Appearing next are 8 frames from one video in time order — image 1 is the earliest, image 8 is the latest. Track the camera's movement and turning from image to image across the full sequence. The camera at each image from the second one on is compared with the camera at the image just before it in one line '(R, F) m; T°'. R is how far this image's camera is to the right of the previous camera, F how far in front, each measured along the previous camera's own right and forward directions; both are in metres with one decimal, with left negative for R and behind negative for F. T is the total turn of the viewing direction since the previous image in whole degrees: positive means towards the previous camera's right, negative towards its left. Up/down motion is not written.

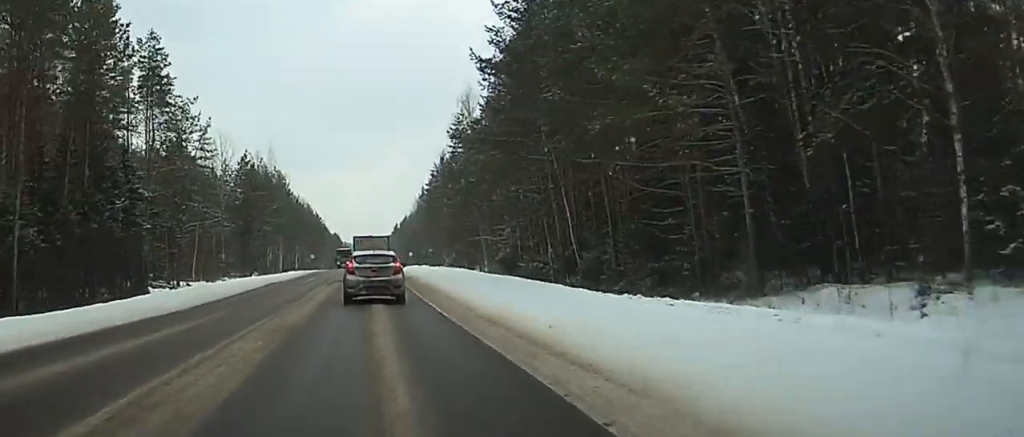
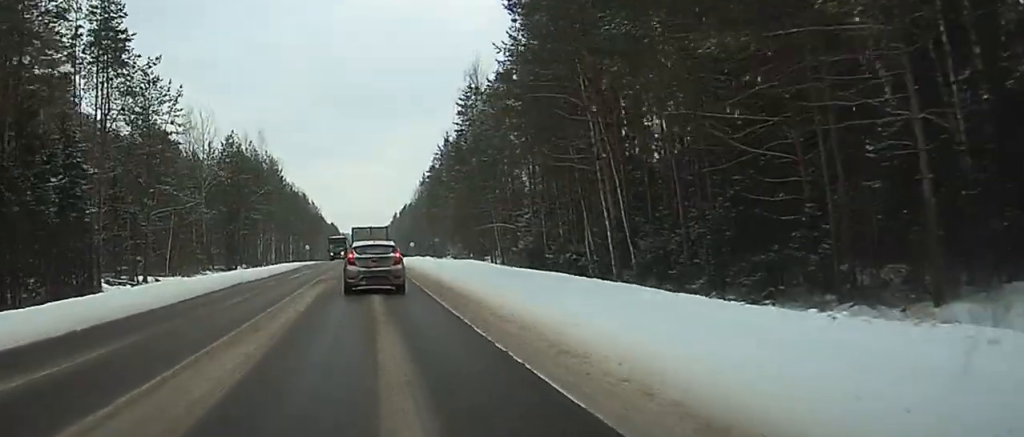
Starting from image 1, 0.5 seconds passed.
(0.0, +10.0) m; 0°
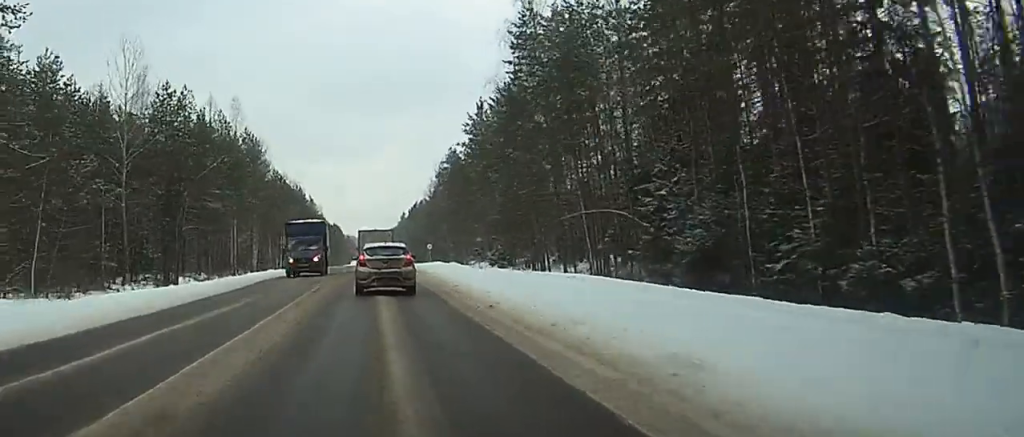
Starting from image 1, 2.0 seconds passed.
(-0.1, +28.6) m; 0°
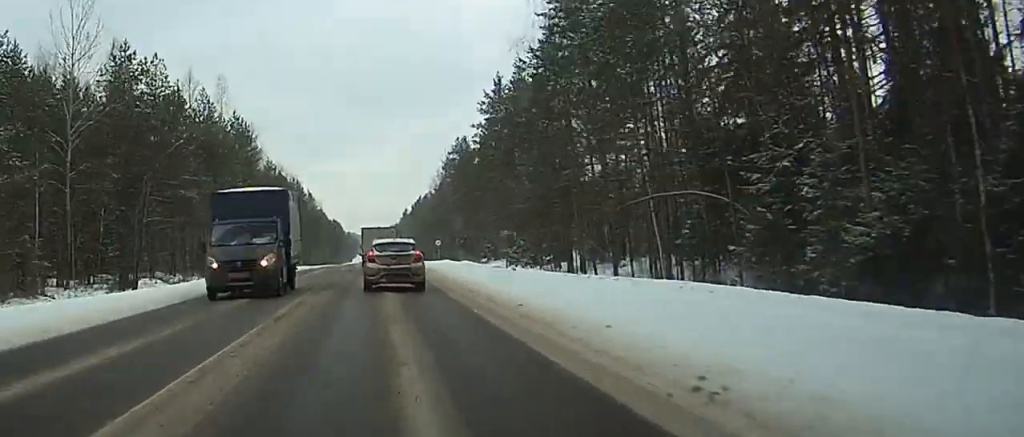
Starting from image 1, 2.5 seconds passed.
(0.0, +10.1) m; 0°
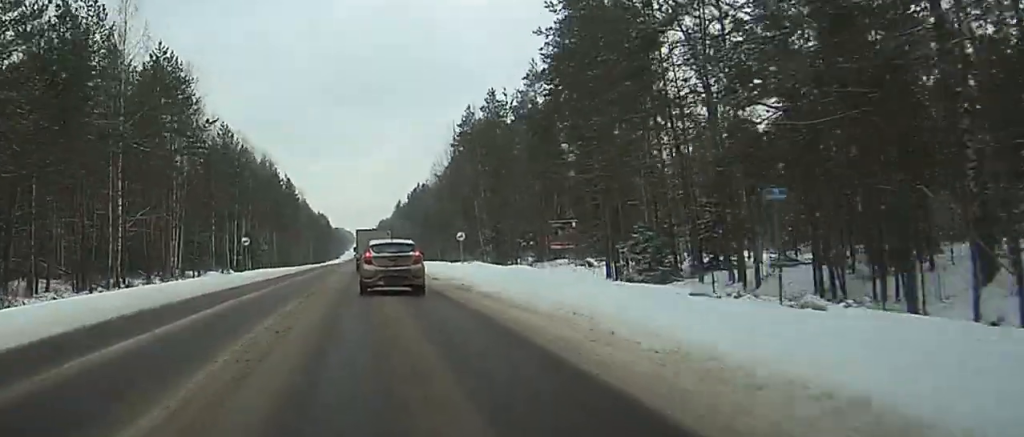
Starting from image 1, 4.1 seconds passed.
(0.0, +28.2) m; 0°
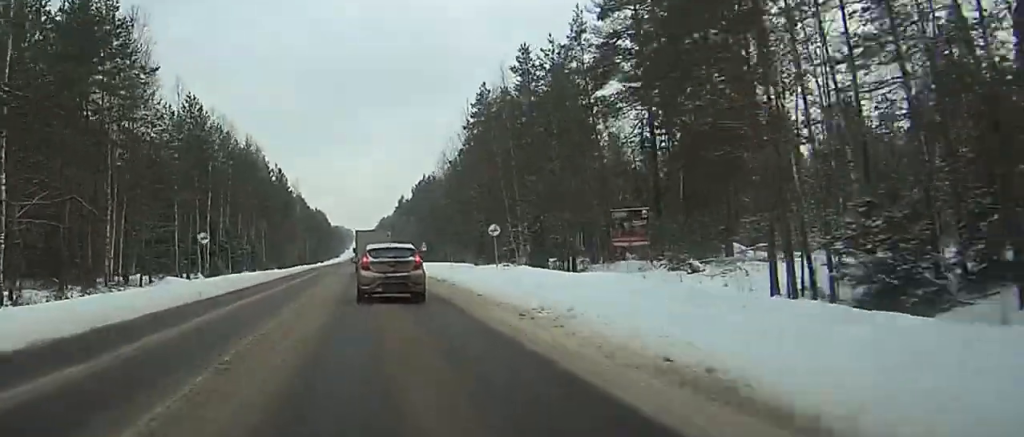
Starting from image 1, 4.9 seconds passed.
(+0.1, +17.0) m; -1°
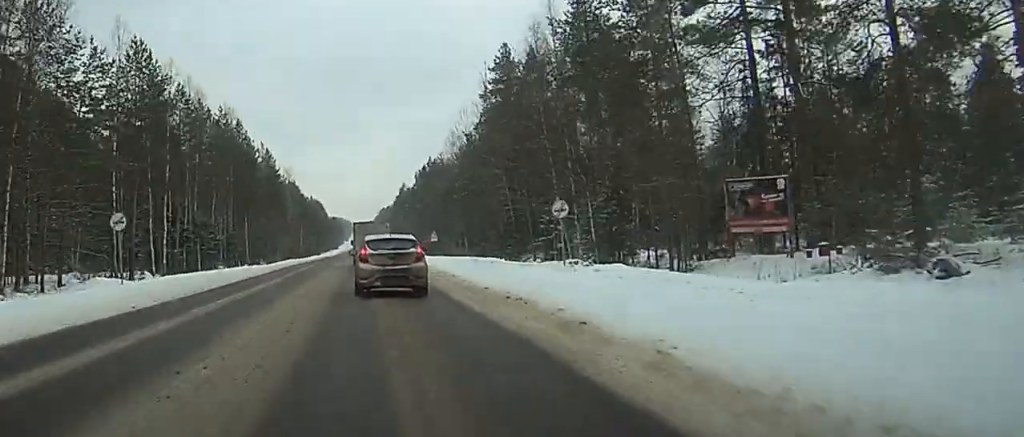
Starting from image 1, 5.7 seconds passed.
(-0.2, +18.9) m; -2°
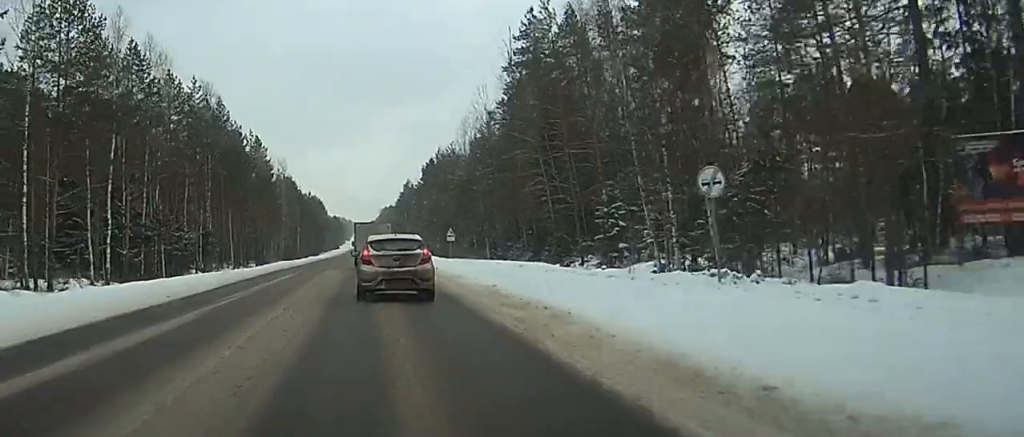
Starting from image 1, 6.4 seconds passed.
(-0.4, +16.1) m; -1°
